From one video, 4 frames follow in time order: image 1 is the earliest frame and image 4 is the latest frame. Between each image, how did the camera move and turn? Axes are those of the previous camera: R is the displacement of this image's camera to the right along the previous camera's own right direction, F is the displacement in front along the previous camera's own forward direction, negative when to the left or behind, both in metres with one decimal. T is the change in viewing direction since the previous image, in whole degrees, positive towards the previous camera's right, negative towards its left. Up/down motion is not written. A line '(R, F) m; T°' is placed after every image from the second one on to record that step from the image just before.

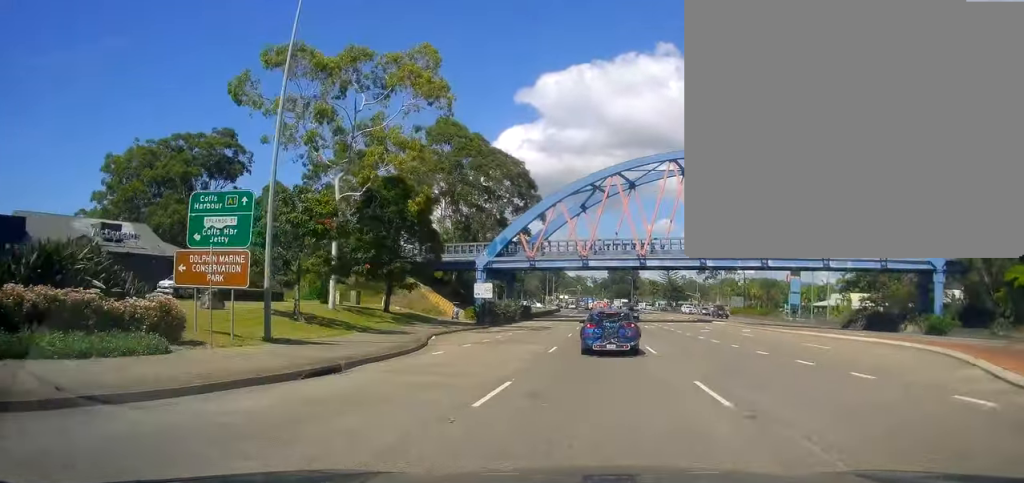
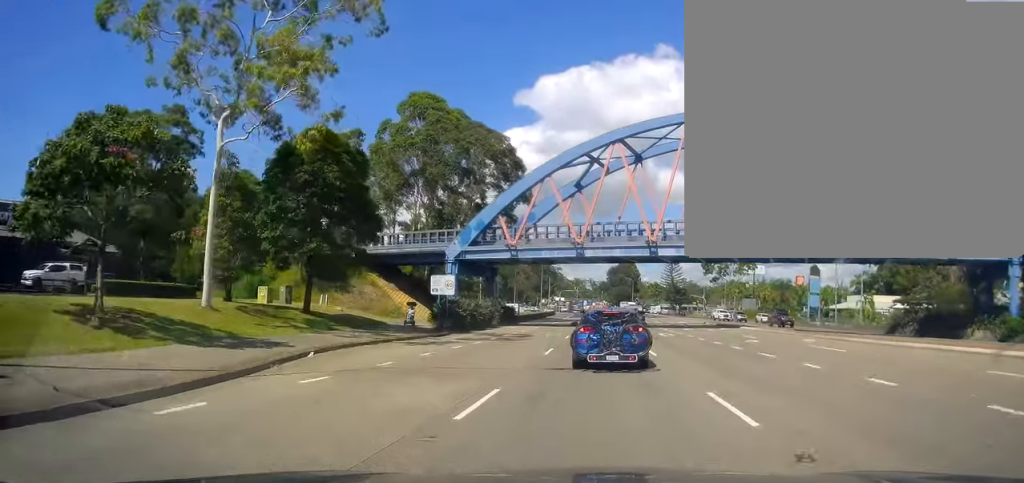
(-0.1, +13.8) m; 0°
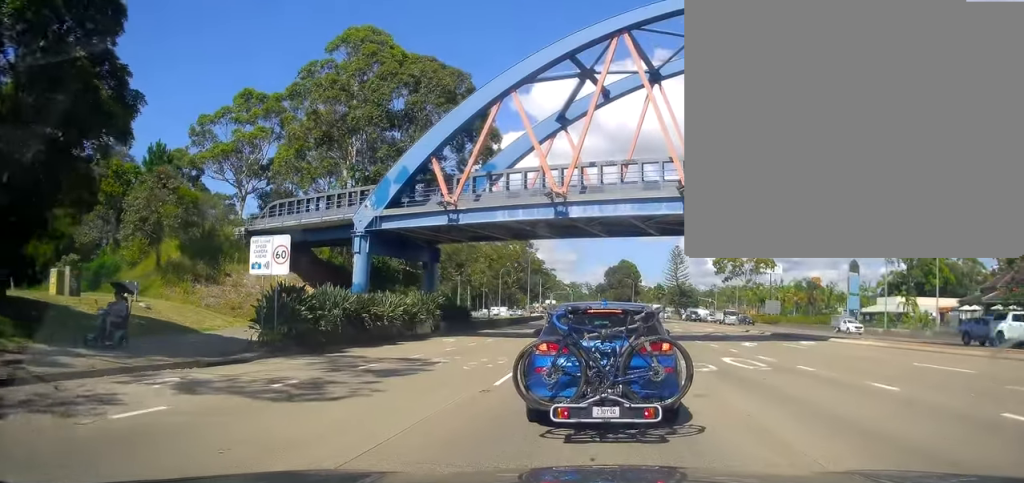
(+0.2, +26.2) m; +3°
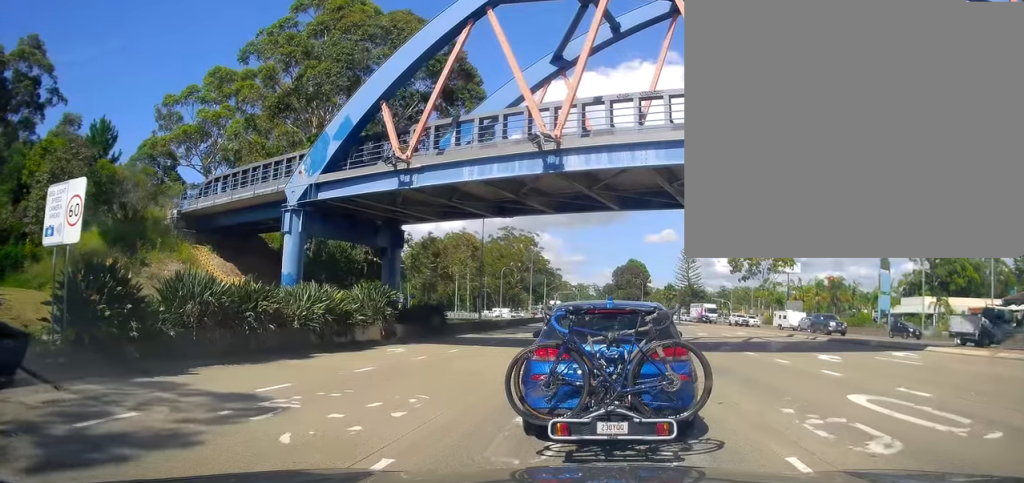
(-0.3, +11.7) m; -5°
